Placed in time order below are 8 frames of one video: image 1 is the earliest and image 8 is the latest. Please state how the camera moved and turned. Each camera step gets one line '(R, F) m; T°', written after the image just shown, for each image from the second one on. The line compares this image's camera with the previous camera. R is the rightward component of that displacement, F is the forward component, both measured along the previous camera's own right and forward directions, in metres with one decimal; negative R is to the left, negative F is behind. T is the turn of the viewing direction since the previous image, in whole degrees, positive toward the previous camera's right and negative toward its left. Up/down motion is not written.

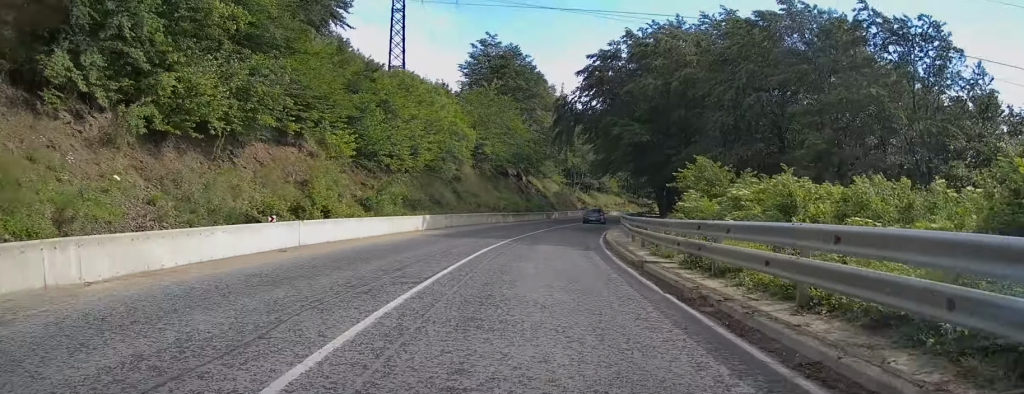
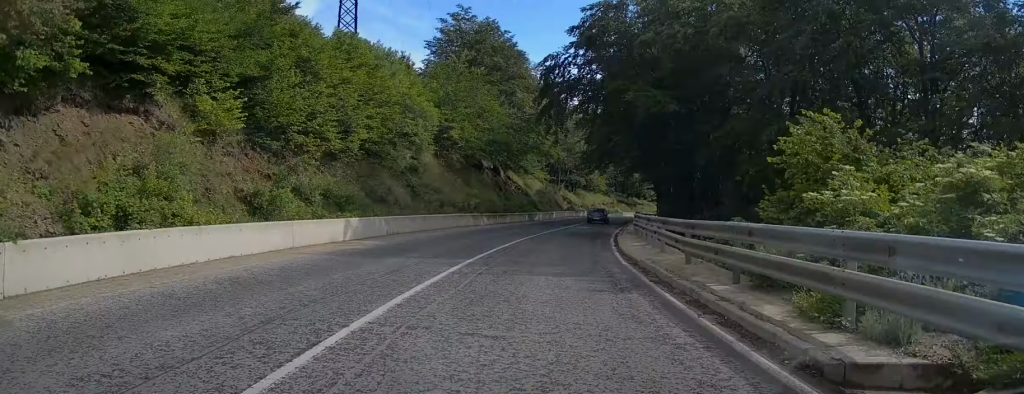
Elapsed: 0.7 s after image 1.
(+0.1, +11.0) m; +1°
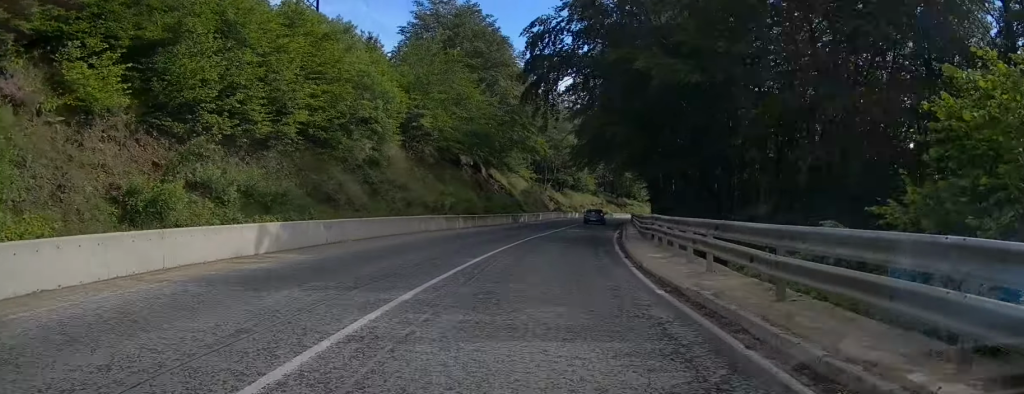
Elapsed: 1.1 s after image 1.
(-0.1, +6.0) m; +1°
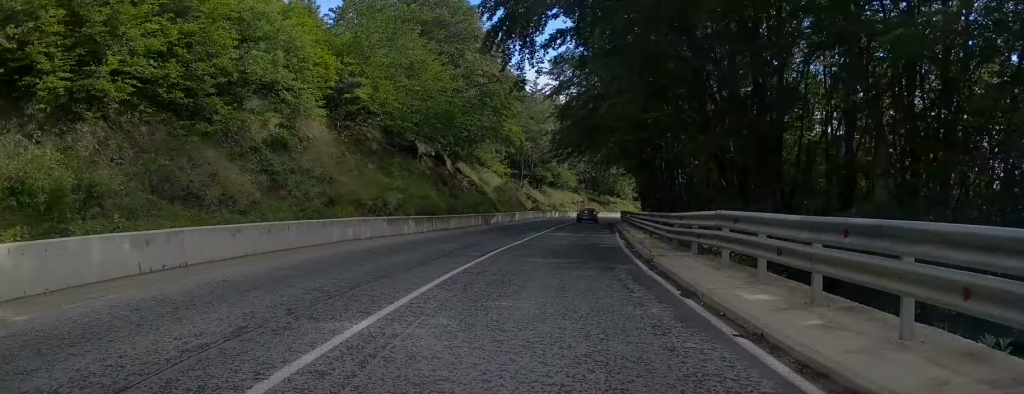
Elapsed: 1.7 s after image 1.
(+0.1, +9.0) m; +2°
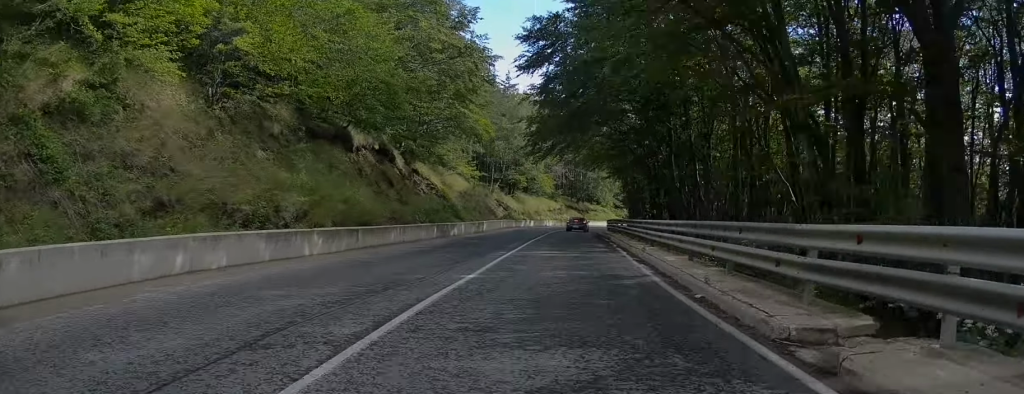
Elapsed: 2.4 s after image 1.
(+0.1, +9.5) m; +3°
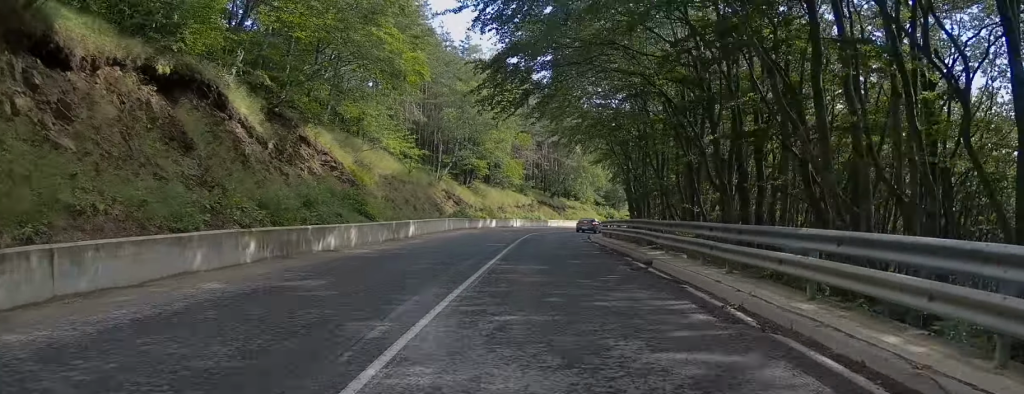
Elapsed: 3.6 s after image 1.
(+0.8, +19.4) m; +3°
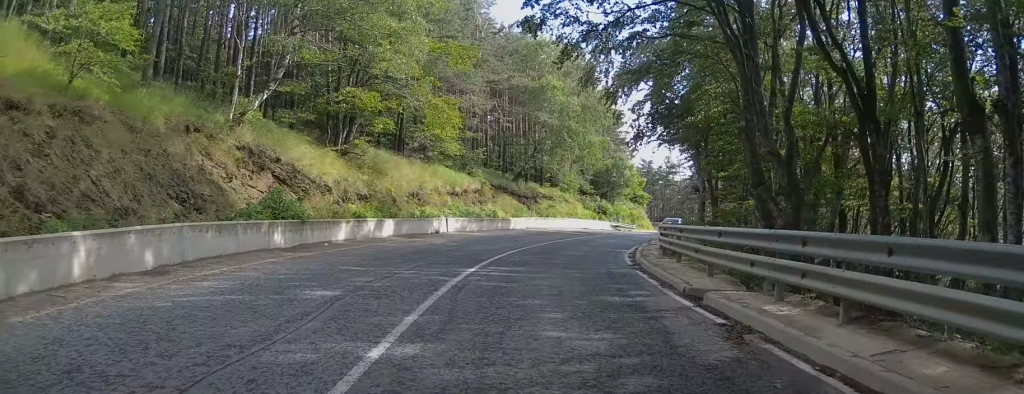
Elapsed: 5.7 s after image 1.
(+1.3, +31.4) m; +7°
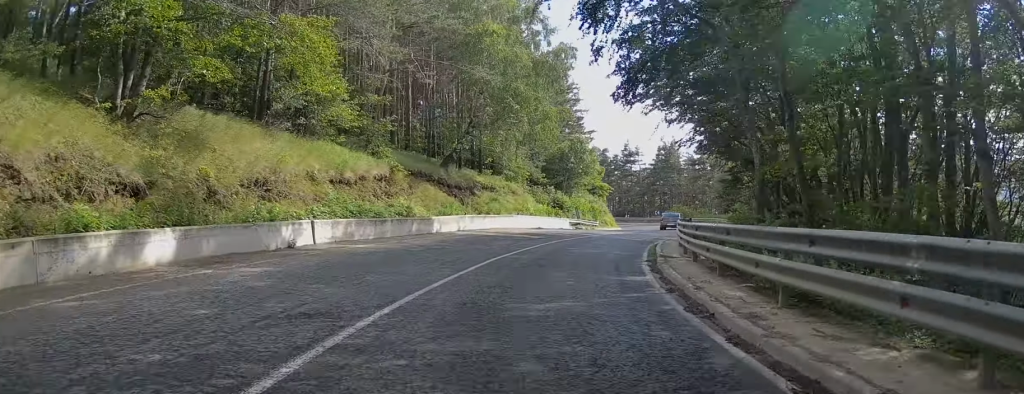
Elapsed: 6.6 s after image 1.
(+0.6, +12.5) m; +5°
